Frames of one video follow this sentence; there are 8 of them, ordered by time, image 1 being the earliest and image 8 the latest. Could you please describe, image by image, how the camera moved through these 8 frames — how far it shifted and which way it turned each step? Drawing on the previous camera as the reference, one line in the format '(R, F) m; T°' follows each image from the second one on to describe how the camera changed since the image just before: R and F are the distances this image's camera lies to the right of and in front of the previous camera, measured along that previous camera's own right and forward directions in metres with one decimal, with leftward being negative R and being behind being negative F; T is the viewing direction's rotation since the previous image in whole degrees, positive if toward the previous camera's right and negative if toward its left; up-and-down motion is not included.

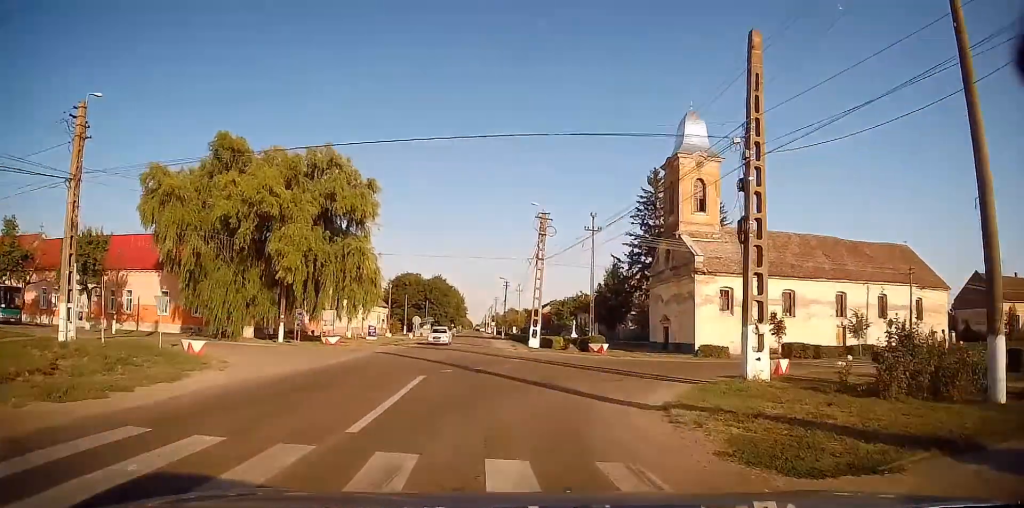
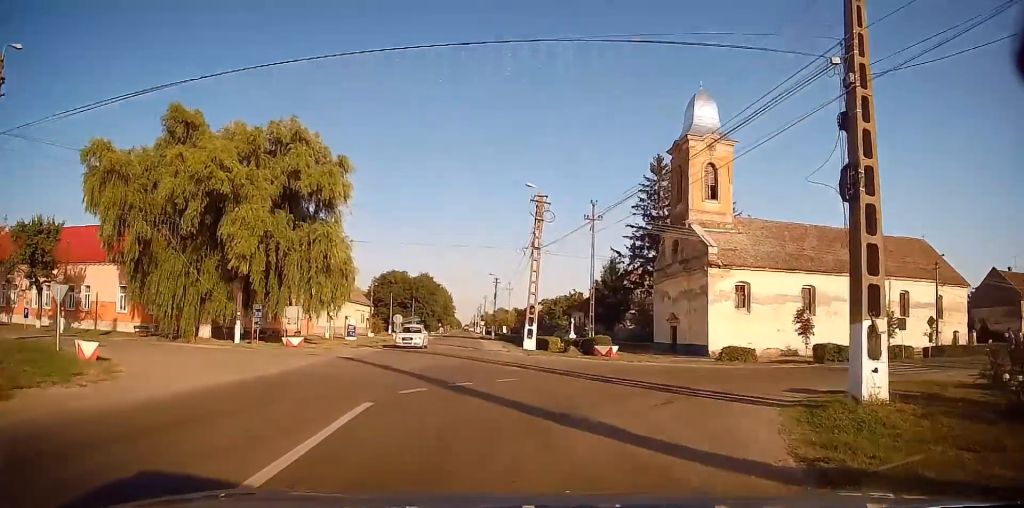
(+0.1, +5.1) m; +1°
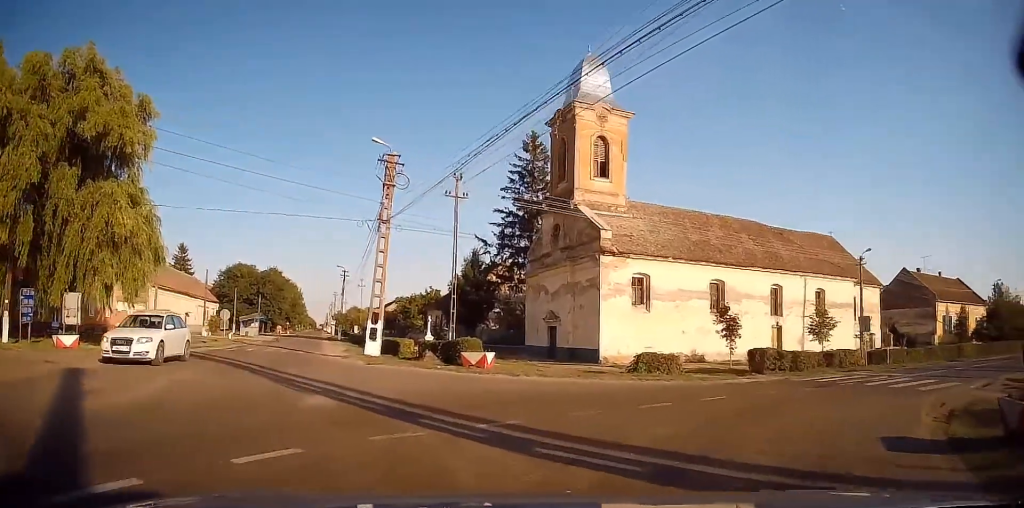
(+0.9, +8.3) m; +23°
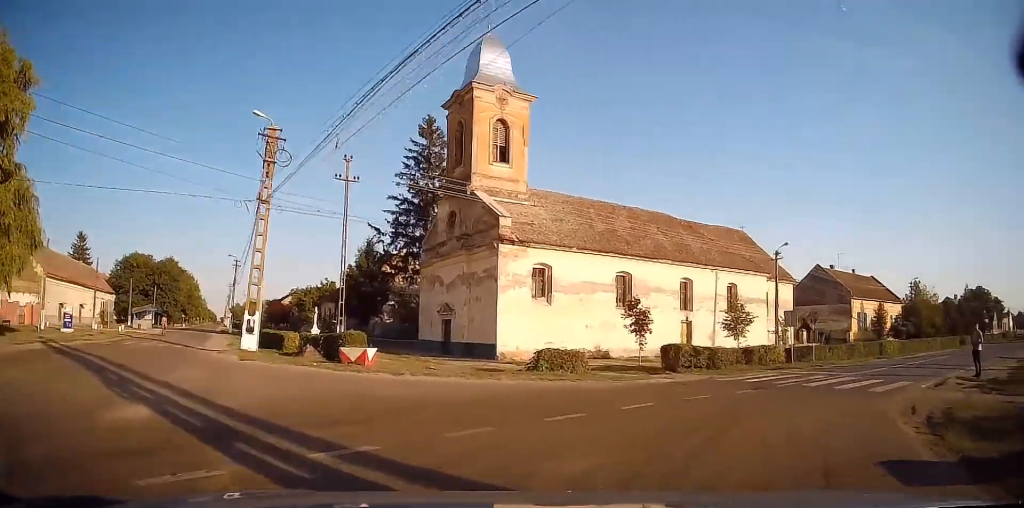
(+0.2, +2.5) m; +11°
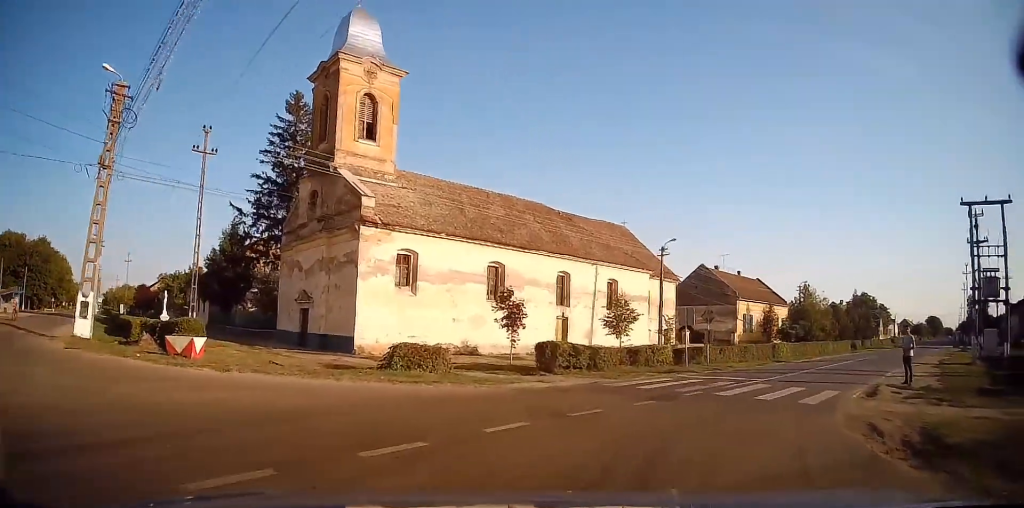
(+0.4, +2.8) m; +11°
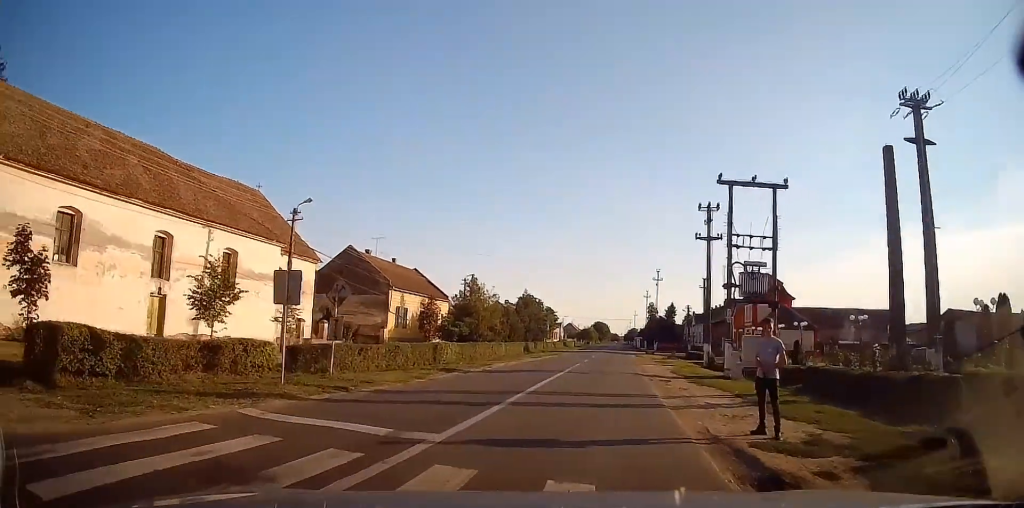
(+2.9, +8.8) m; +32°
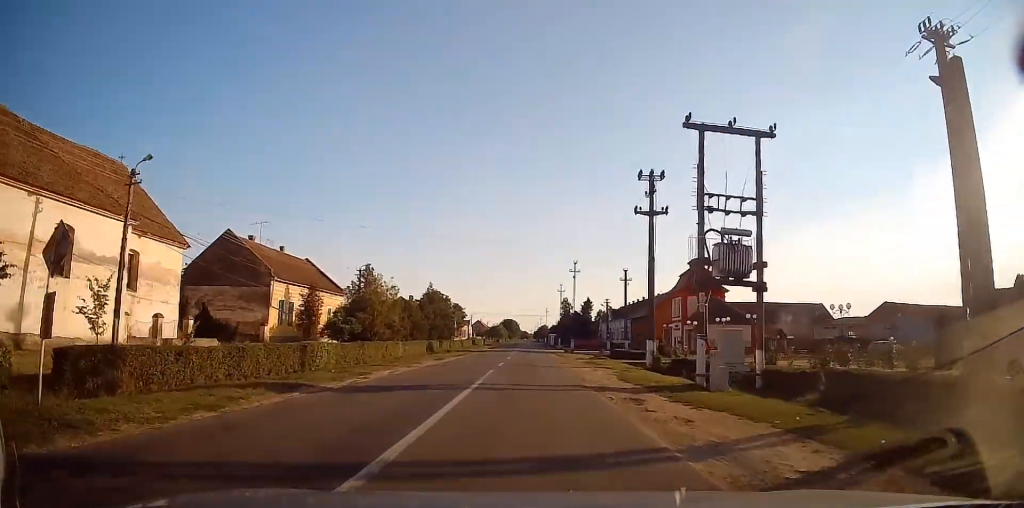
(+0.8, +6.9) m; +8°
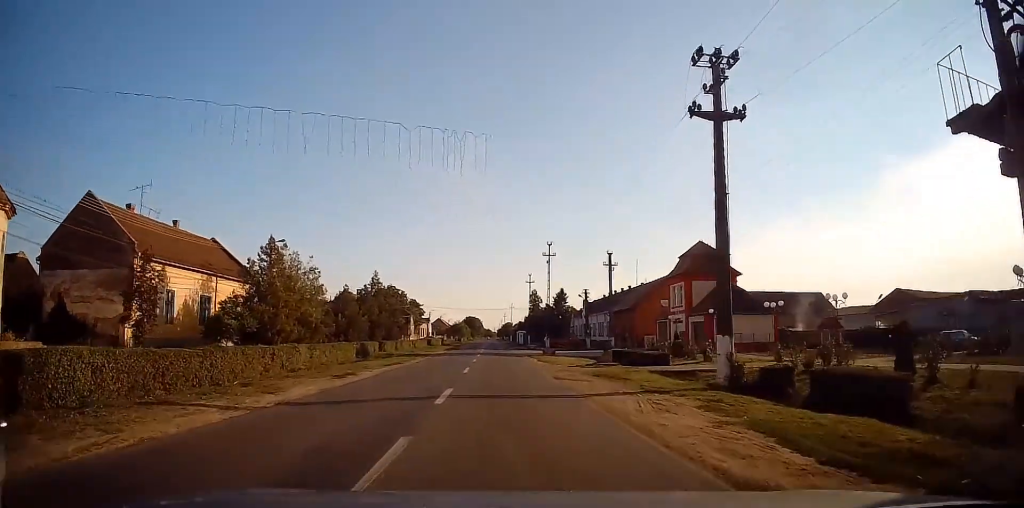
(+0.6, +13.6) m; +5°
